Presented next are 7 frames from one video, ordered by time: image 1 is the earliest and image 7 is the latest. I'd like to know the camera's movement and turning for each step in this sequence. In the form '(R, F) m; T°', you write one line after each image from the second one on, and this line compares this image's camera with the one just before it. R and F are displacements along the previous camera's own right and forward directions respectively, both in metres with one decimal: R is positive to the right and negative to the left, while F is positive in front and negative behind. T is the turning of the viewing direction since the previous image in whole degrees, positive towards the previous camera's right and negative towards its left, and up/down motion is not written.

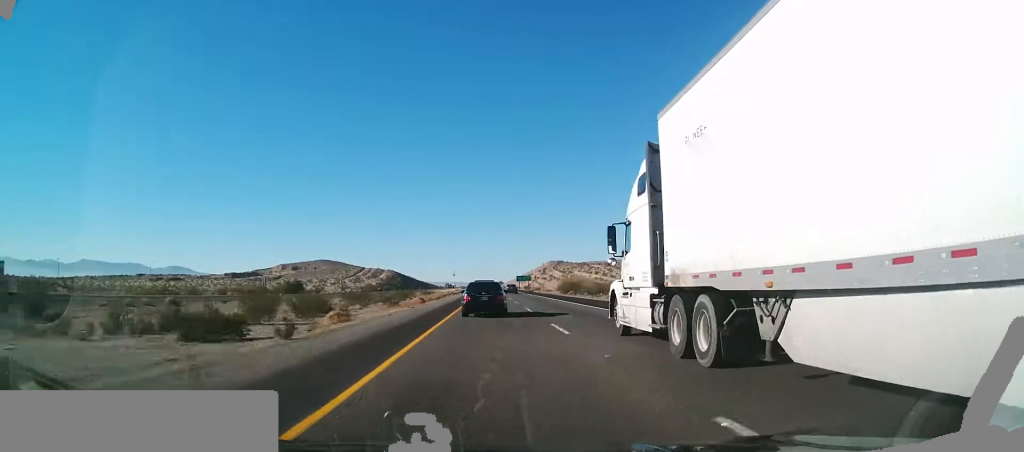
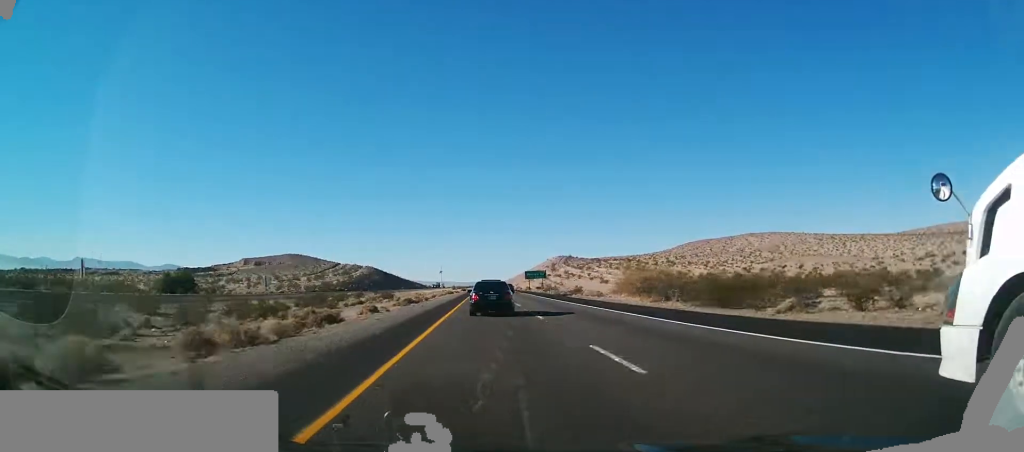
(-0.1, +65.4) m; 0°
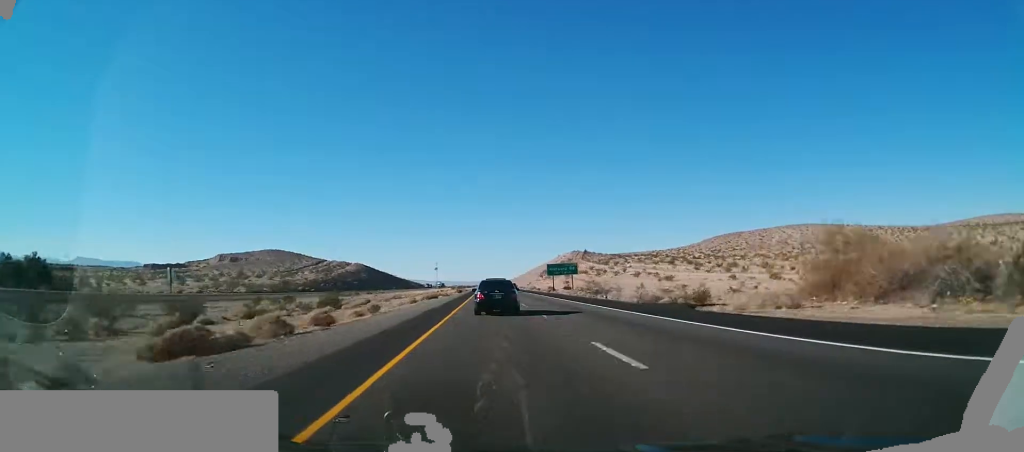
(+0.5, +43.5) m; 0°
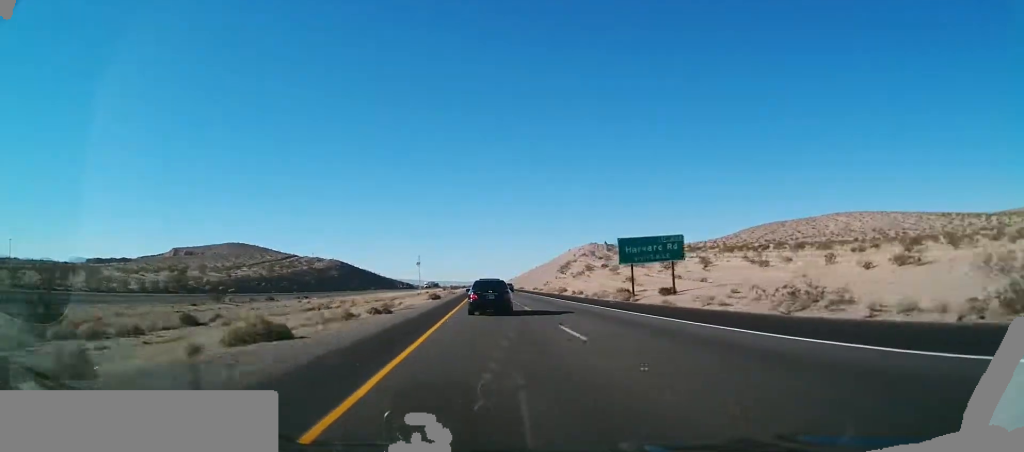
(-0.5, +53.7) m; 0°
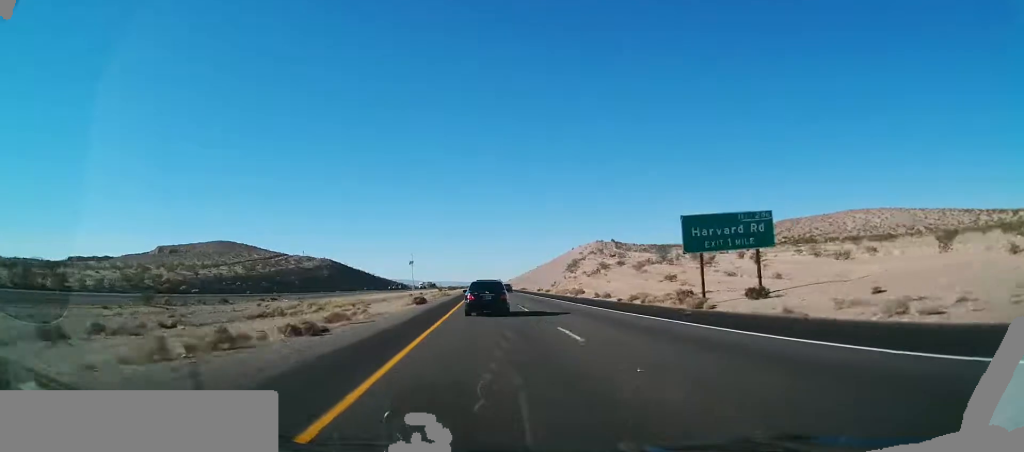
(+0.2, +14.7) m; 0°
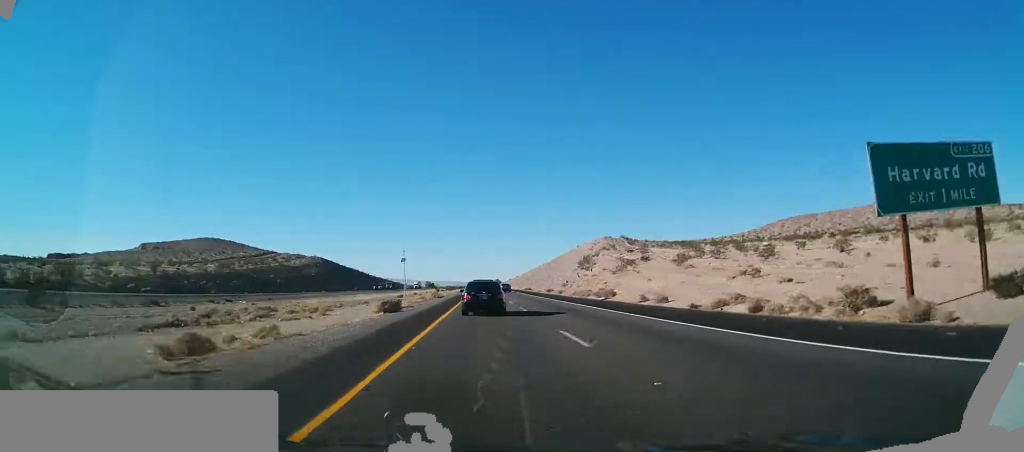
(0.0, +15.8) m; 0°
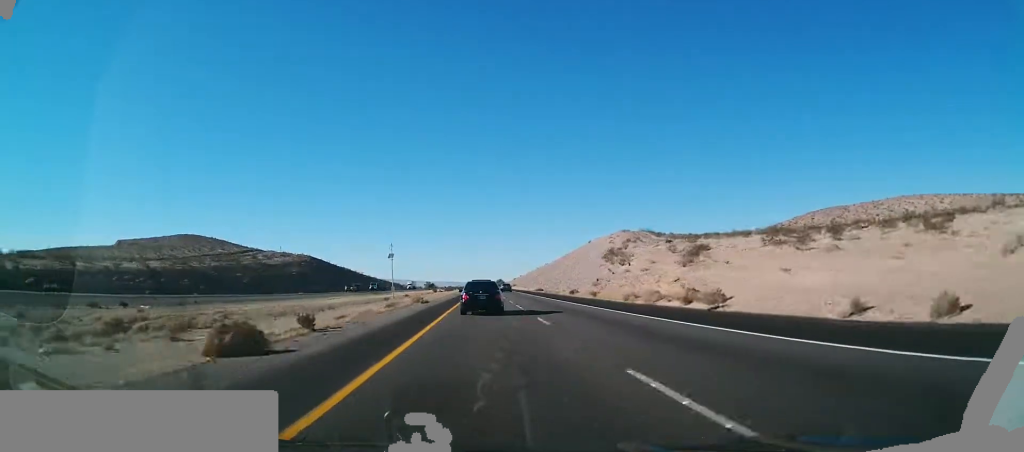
(-0.1, +22.5) m; 0°
